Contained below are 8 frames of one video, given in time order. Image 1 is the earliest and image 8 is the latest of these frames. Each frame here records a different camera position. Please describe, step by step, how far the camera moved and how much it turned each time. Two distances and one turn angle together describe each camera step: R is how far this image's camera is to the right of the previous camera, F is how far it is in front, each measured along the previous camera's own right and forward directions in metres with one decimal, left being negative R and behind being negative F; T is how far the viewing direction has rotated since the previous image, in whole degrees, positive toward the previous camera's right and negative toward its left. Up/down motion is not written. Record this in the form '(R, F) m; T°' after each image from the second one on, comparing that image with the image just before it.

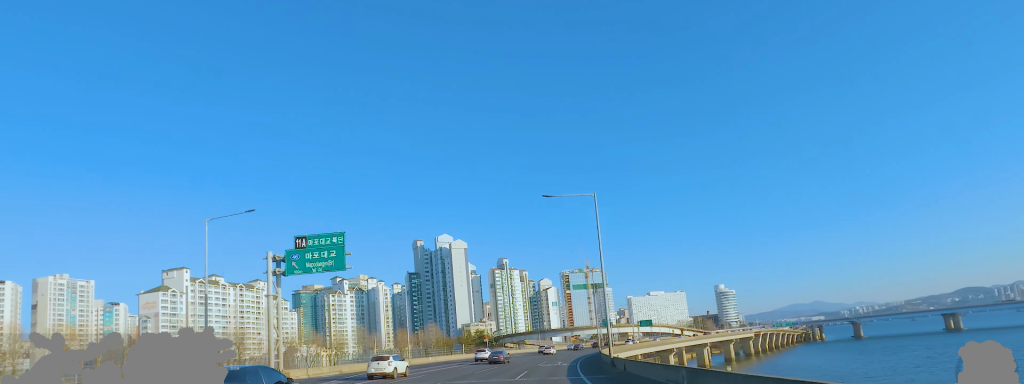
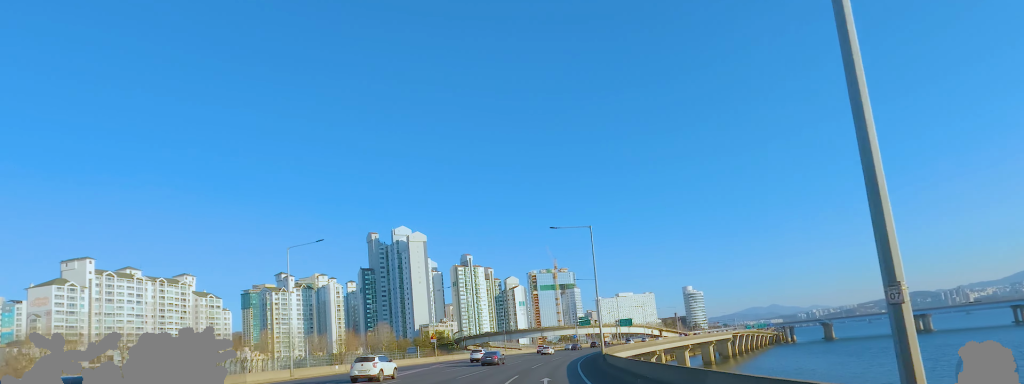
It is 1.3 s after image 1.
(+0.9, +27.5) m; +2°
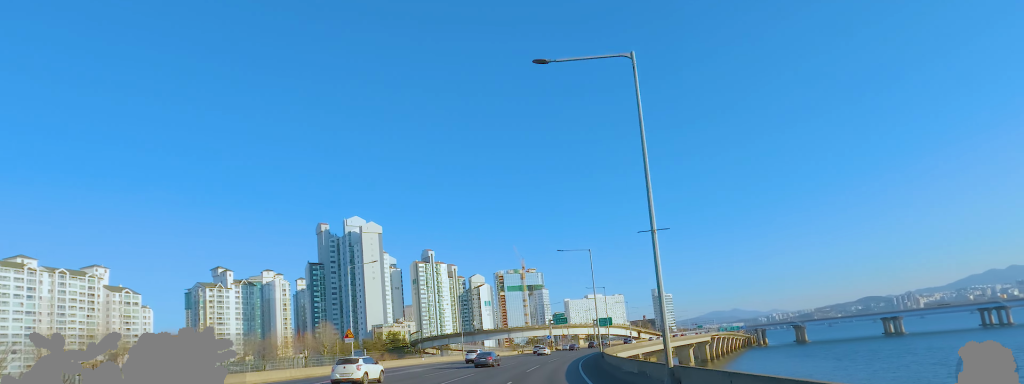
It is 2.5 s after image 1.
(0.0, +26.0) m; +1°
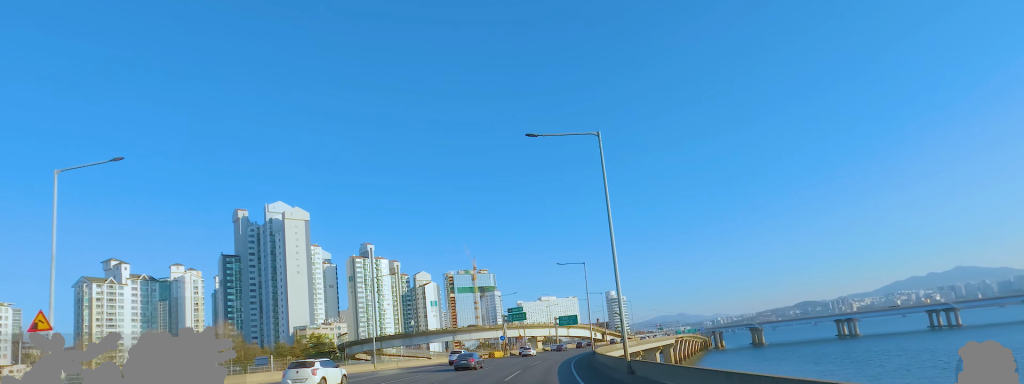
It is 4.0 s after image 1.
(+0.8, +30.0) m; +6°
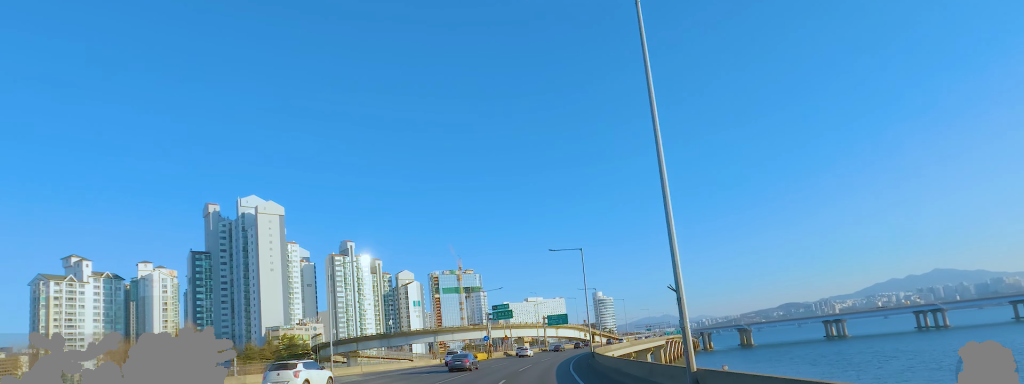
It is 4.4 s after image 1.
(+0.2, +9.8) m; +2°
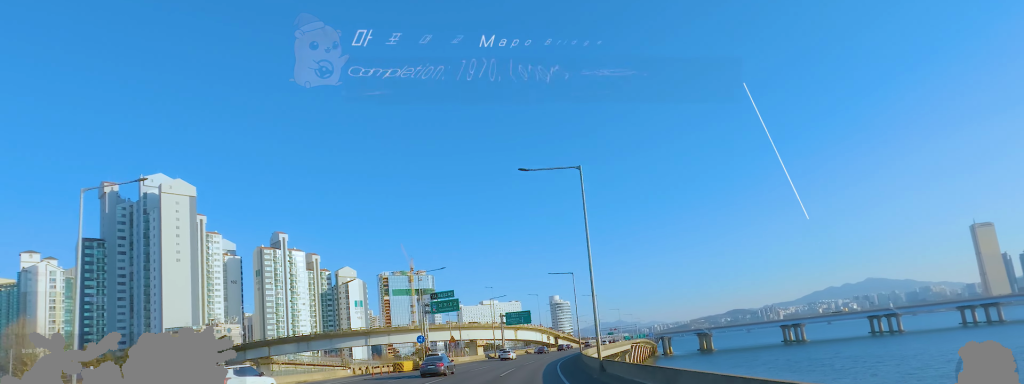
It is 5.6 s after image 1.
(+1.1, +25.0) m; +4°
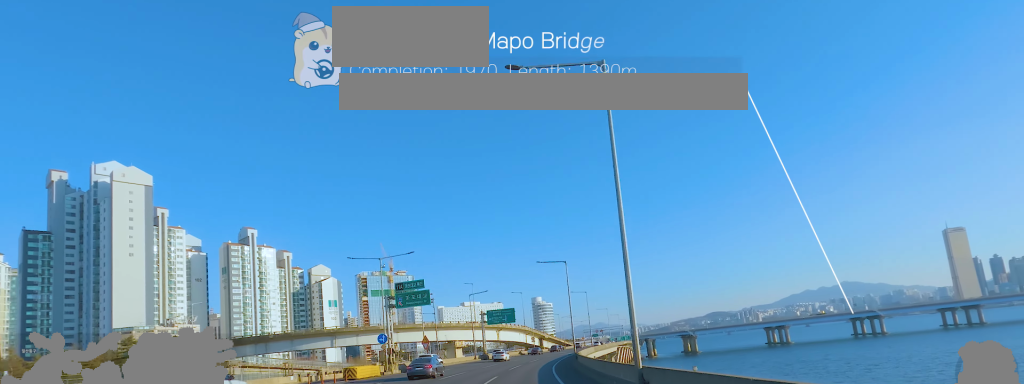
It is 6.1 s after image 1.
(-0.2, +10.3) m; +1°
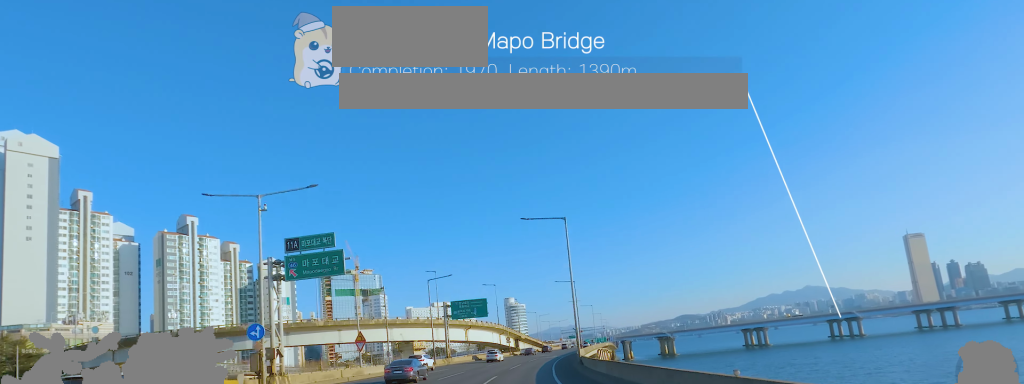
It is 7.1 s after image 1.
(+0.8, +19.5) m; +3°
